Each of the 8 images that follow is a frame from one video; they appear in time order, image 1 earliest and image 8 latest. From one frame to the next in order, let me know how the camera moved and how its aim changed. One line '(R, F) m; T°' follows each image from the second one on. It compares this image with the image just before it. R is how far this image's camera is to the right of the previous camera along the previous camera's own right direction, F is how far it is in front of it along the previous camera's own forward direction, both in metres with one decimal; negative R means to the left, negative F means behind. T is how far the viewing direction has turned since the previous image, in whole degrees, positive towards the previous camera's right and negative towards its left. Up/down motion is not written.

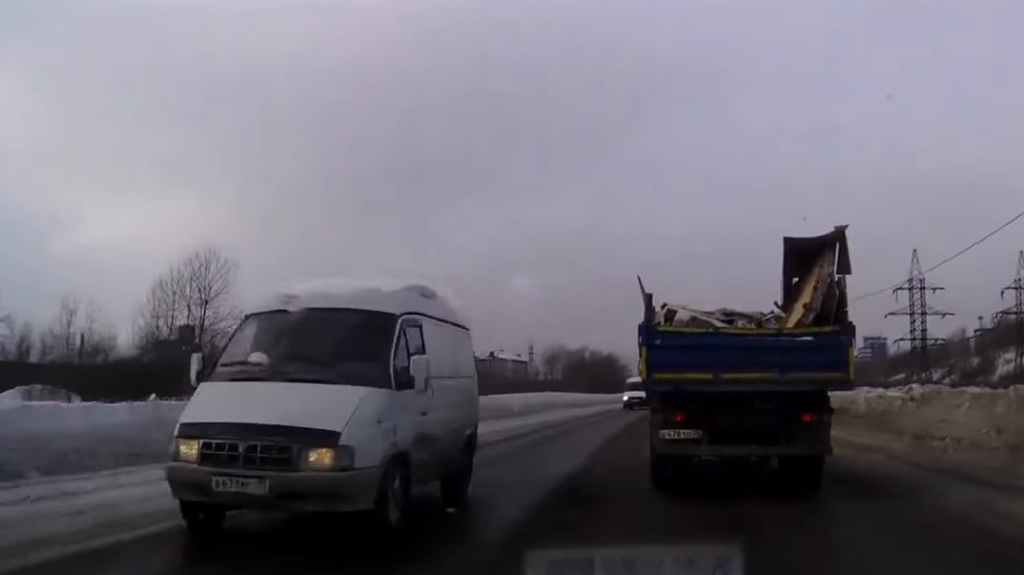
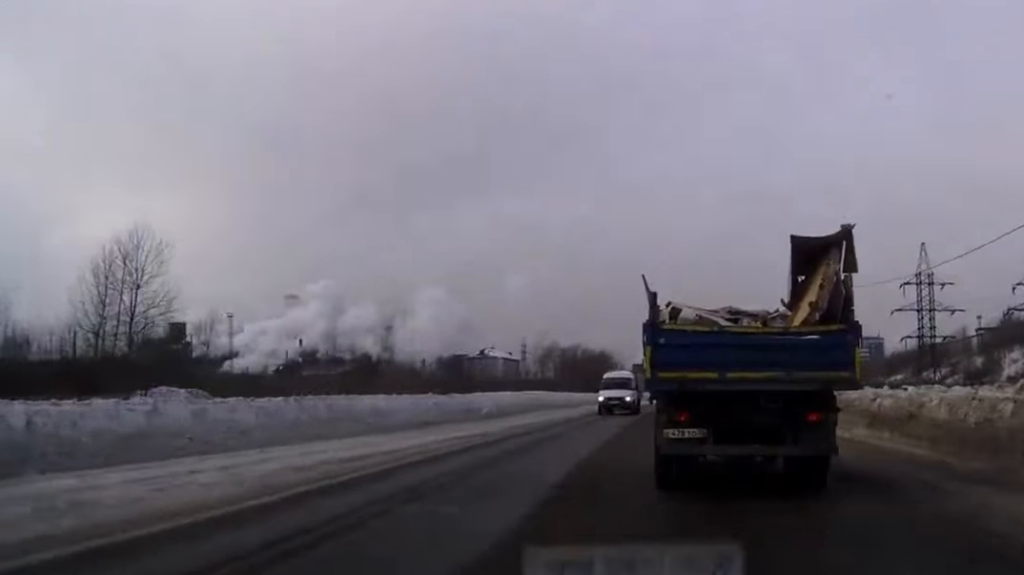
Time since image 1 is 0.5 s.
(0.0, +7.0) m; +1°
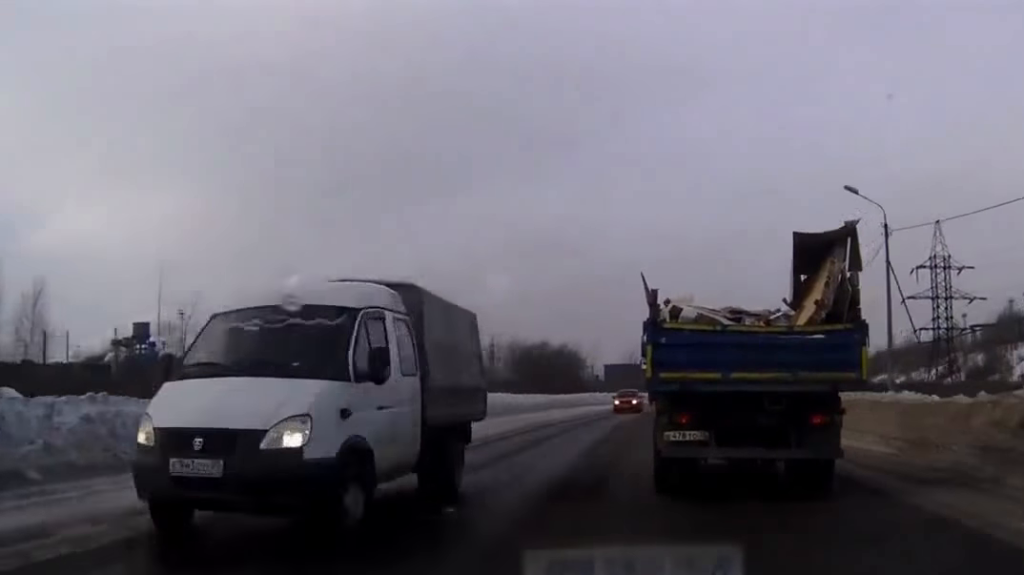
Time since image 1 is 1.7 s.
(+0.3, +18.0) m; +1°
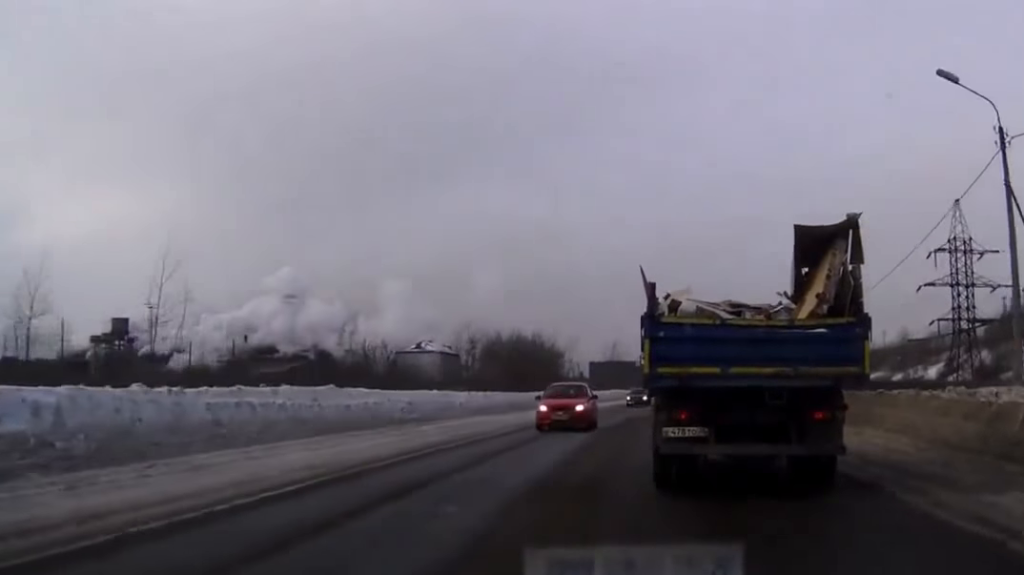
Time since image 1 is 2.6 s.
(+0.1, +12.8) m; +1°
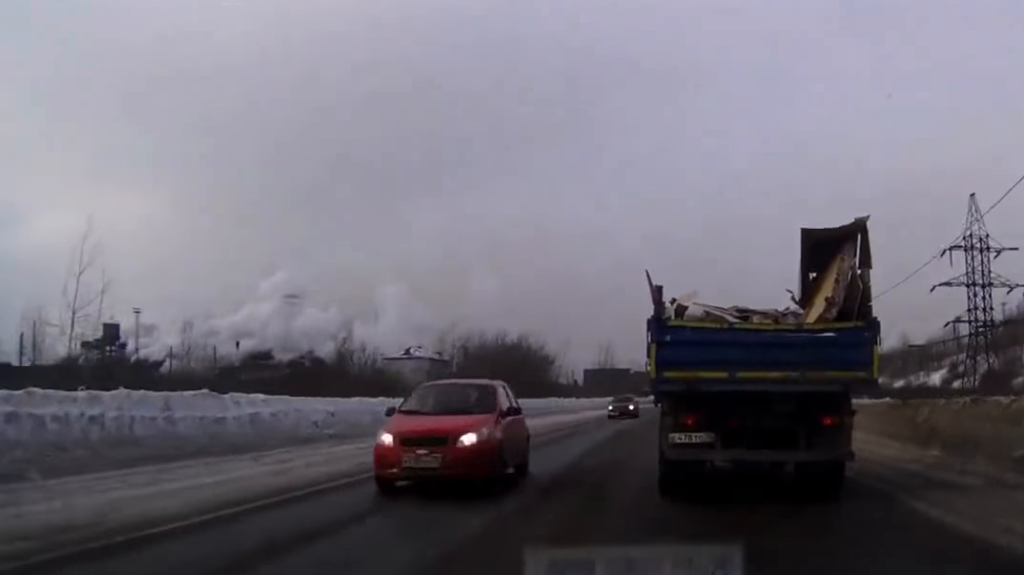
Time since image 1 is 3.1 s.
(+0.1, +7.0) m; +1°
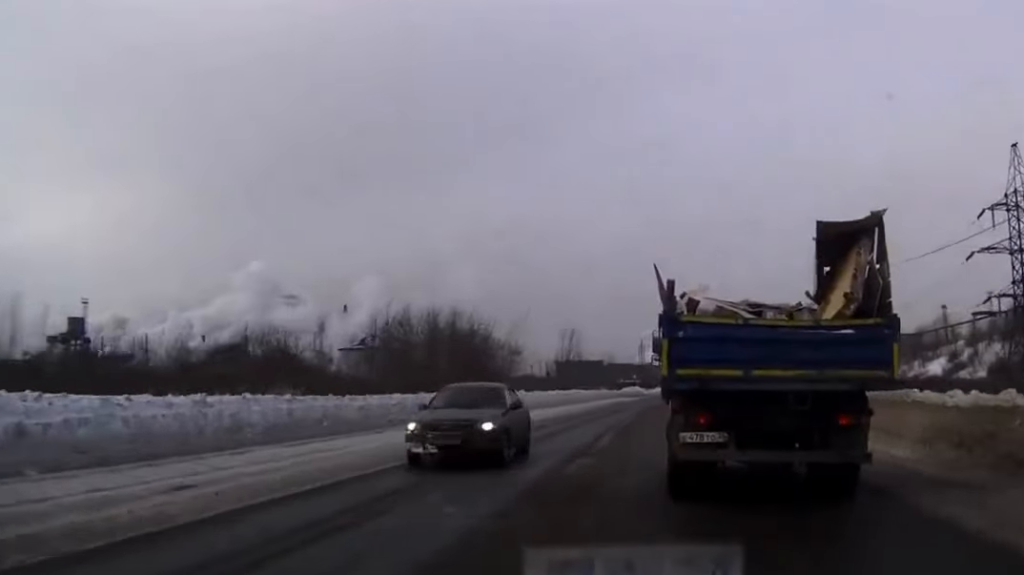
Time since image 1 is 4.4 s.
(+0.3, +18.6) m; +2°
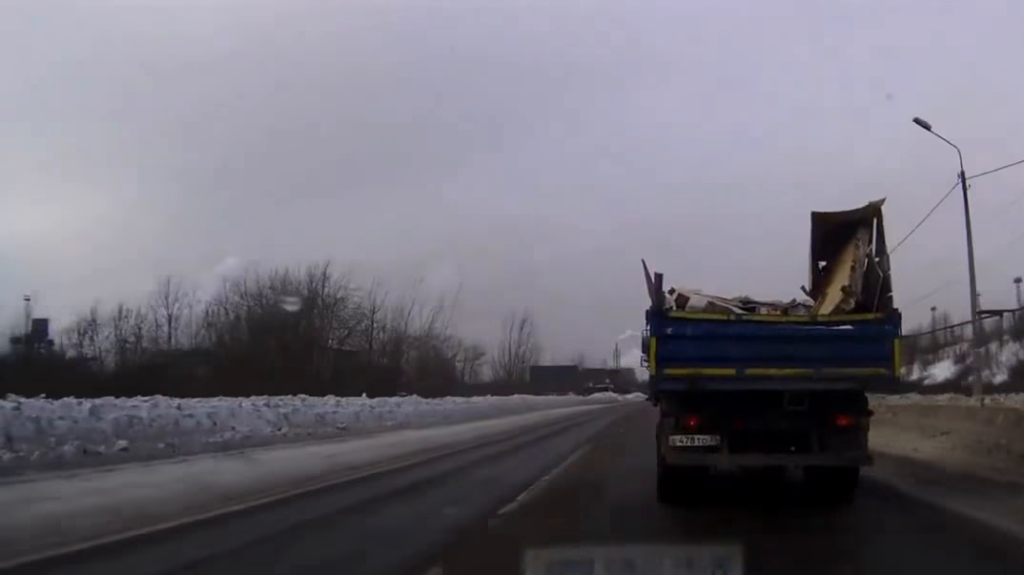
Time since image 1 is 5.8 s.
(+0.3, +21.4) m; +1°
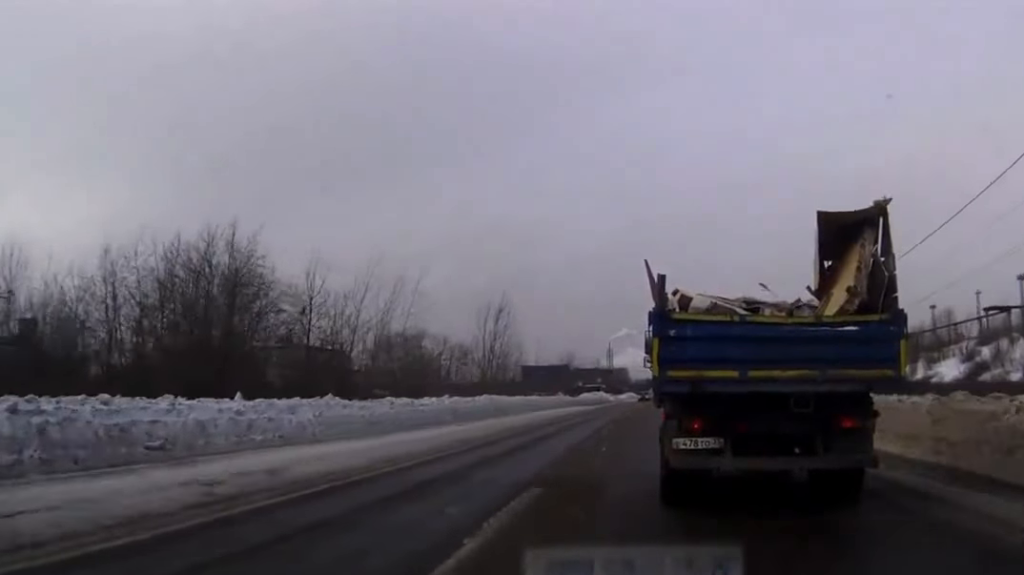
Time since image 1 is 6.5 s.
(0.0, +9.2) m; 0°
